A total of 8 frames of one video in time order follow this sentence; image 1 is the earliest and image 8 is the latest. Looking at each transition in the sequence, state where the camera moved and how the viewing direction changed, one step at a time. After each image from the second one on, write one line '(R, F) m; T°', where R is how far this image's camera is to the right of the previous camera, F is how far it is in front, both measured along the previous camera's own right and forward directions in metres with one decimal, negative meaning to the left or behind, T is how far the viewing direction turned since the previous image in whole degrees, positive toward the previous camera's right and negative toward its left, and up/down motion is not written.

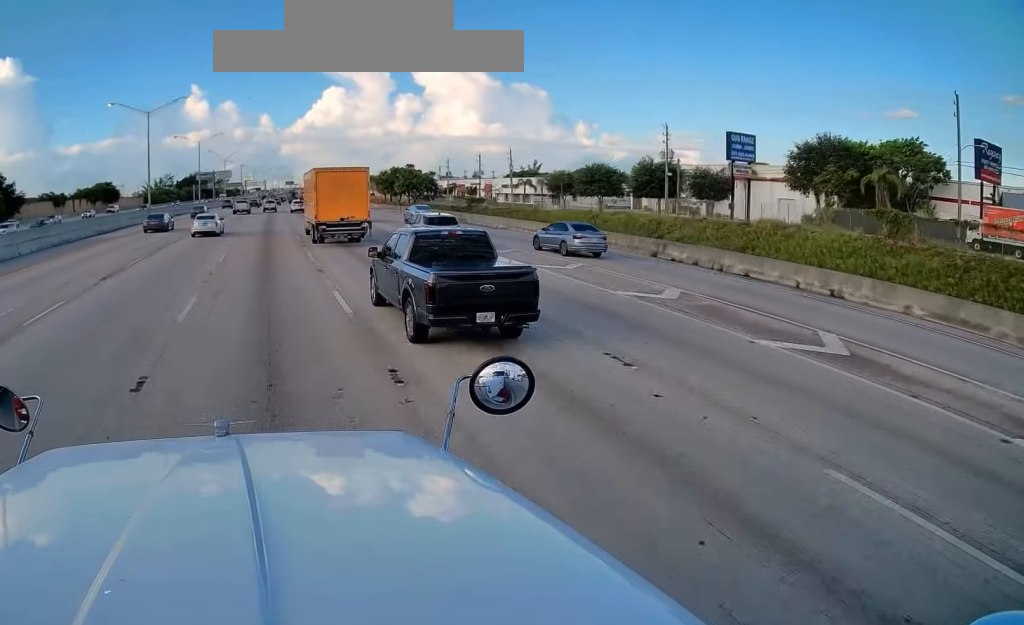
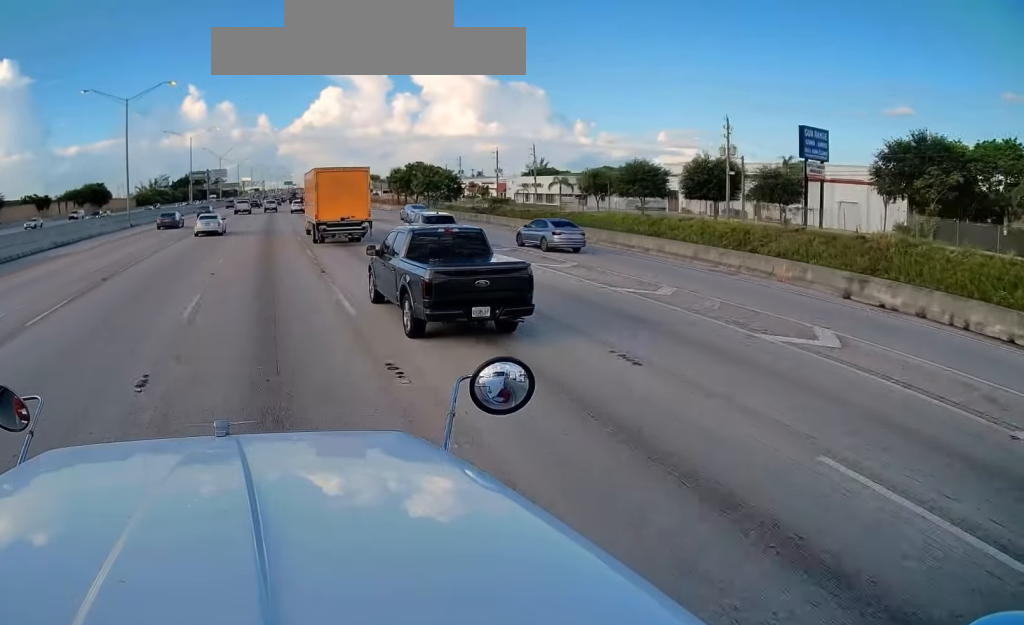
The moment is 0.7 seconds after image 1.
(-0.1, +12.1) m; 0°
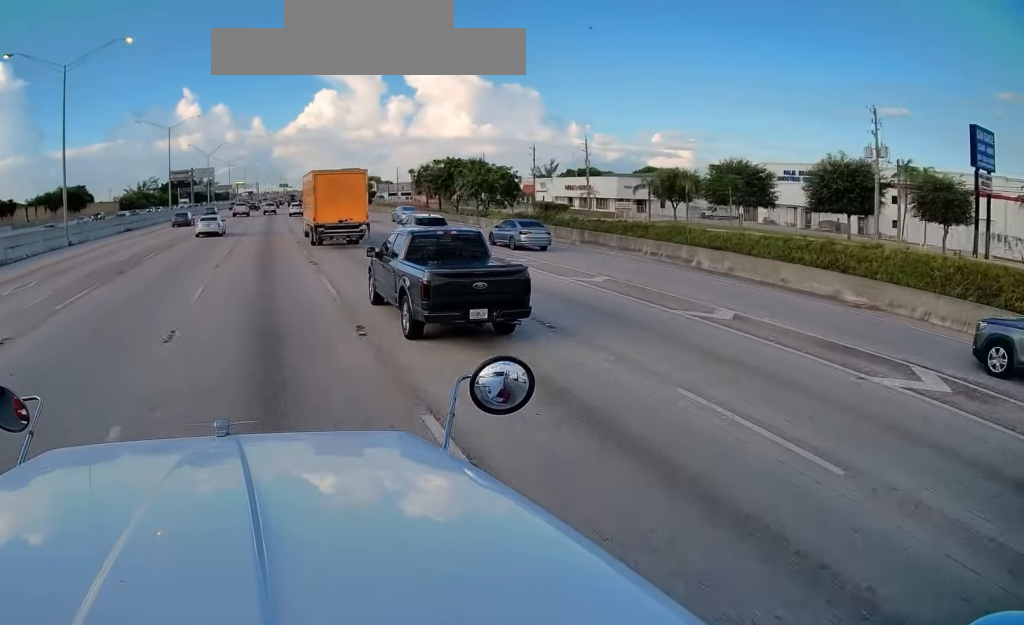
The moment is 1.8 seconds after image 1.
(-0.1, +21.2) m; +1°
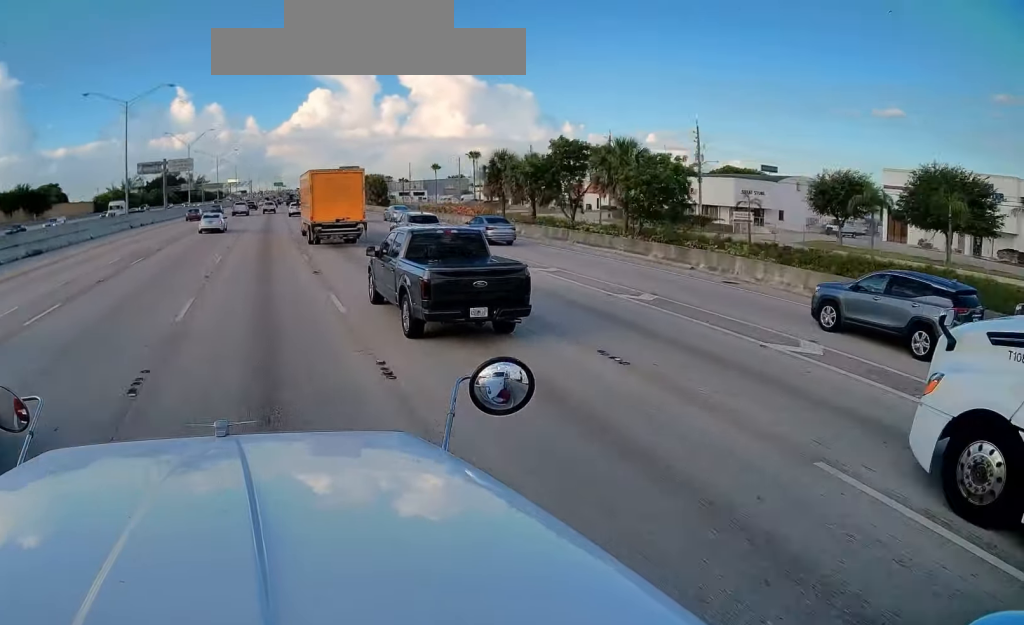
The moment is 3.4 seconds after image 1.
(+0.4, +28.0) m; +2°
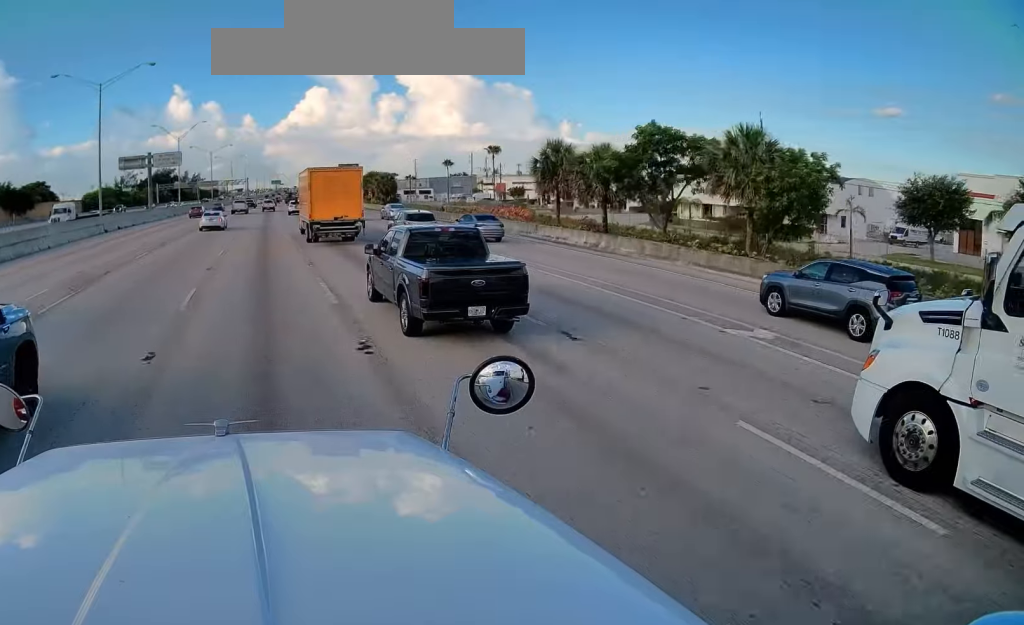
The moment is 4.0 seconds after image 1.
(+0.2, +10.9) m; 0°
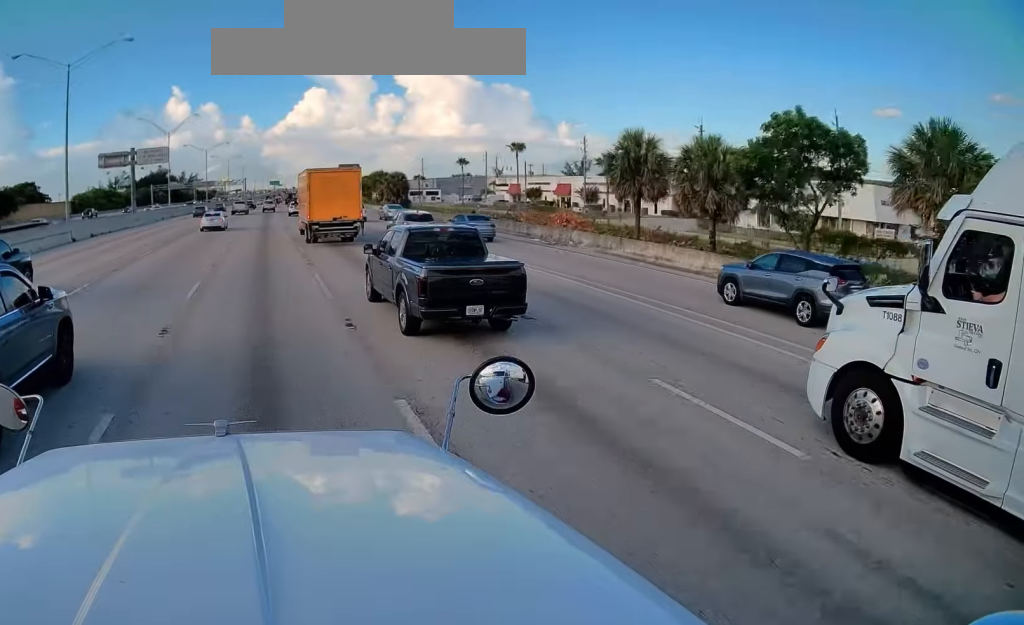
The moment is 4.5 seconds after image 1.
(0.0, +10.2) m; 0°
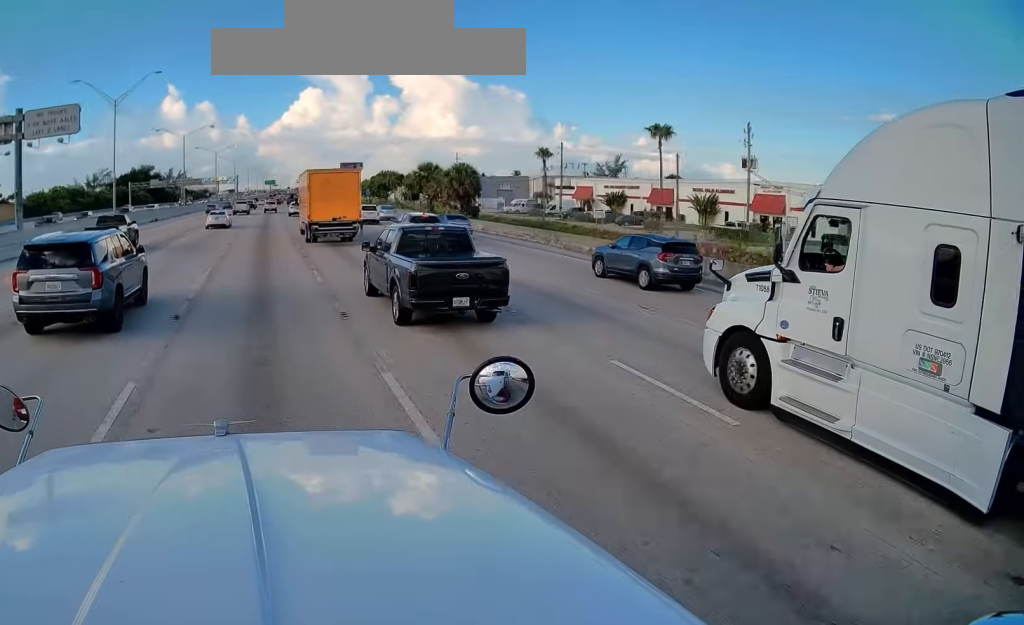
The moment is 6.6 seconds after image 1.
(-0.5, +35.4) m; 0°
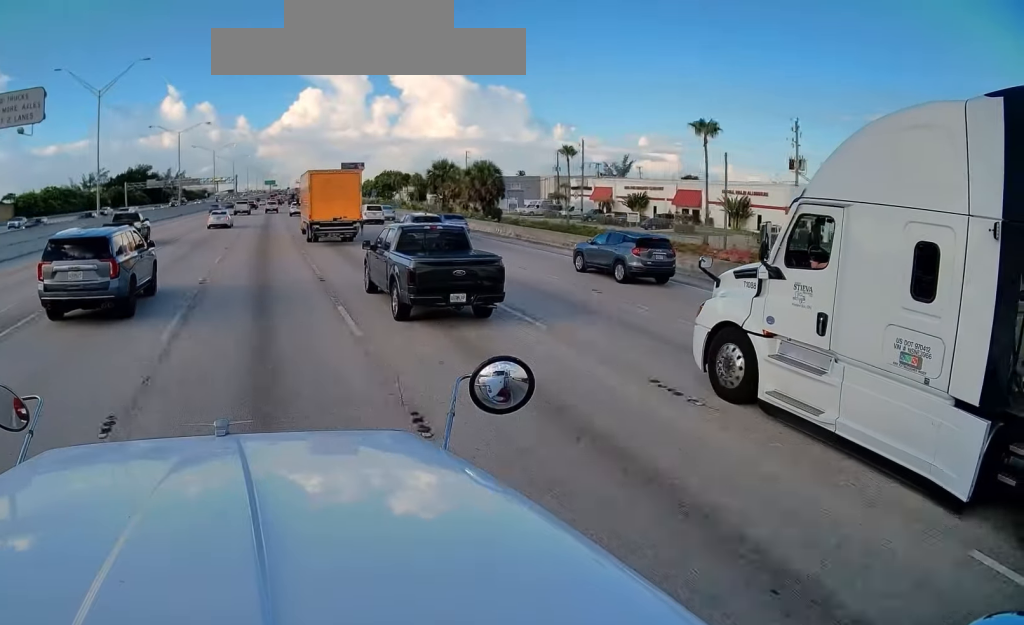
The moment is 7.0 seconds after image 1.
(0.0, +6.6) m; +1°
